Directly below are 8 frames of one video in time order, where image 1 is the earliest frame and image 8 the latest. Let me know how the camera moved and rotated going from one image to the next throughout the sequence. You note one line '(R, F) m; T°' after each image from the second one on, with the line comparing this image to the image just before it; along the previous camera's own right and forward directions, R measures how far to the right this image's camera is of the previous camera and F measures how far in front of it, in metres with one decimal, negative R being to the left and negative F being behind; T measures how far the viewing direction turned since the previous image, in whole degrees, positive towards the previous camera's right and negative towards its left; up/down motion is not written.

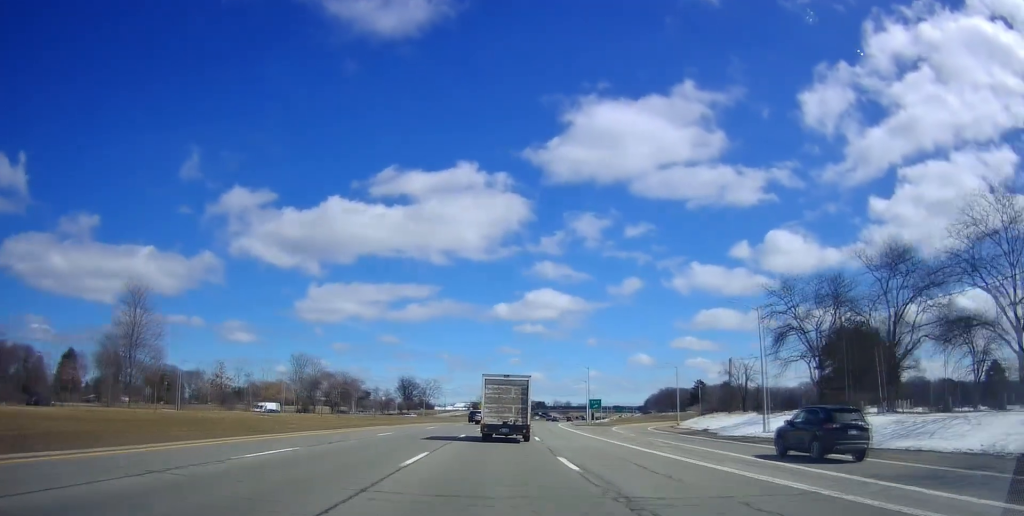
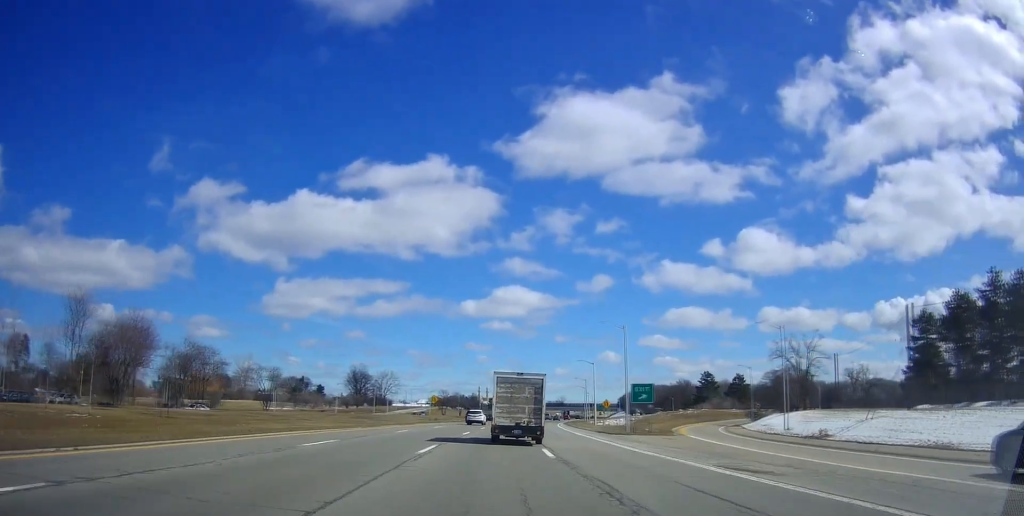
(+1.2, +44.7) m; +3°
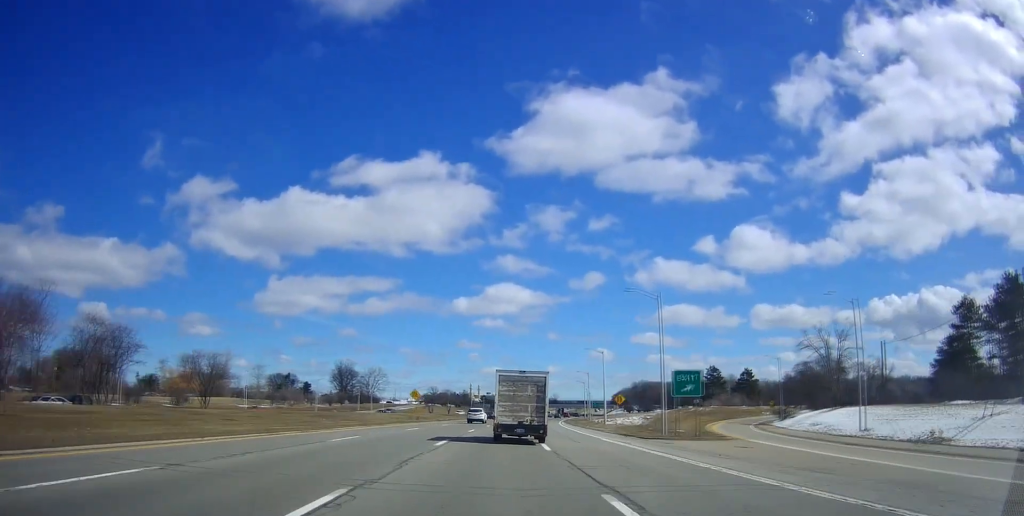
(0.0, +12.4) m; +2°
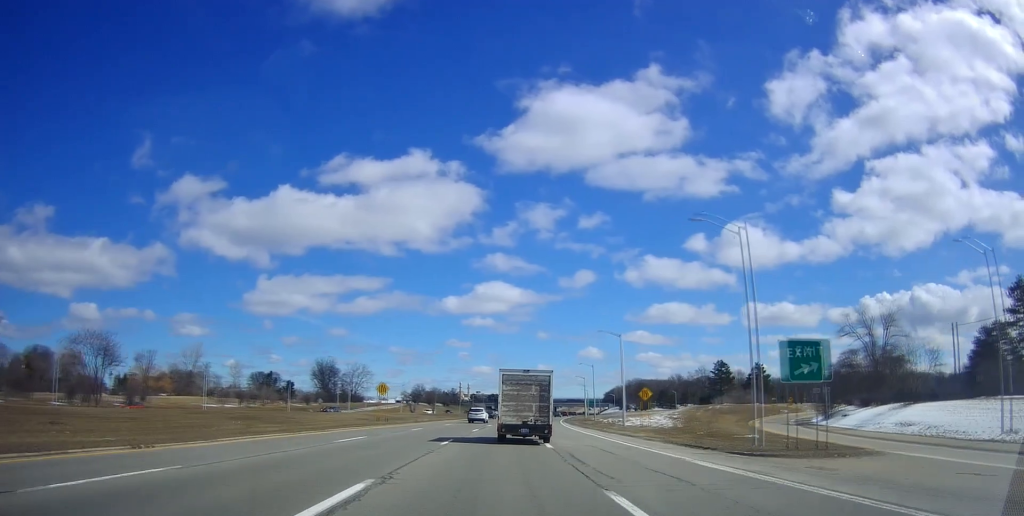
(+0.1, +14.3) m; +2°
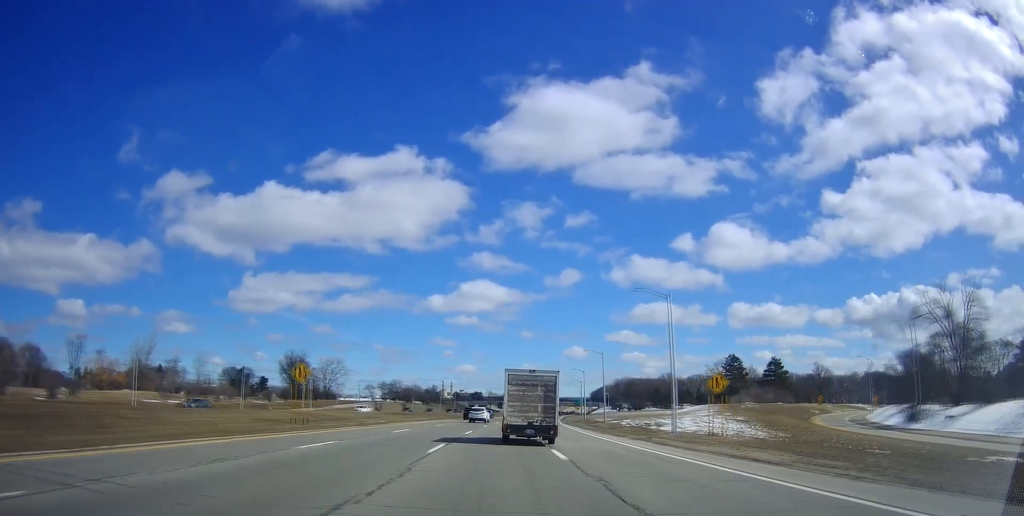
(+0.7, +18.7) m; +2°
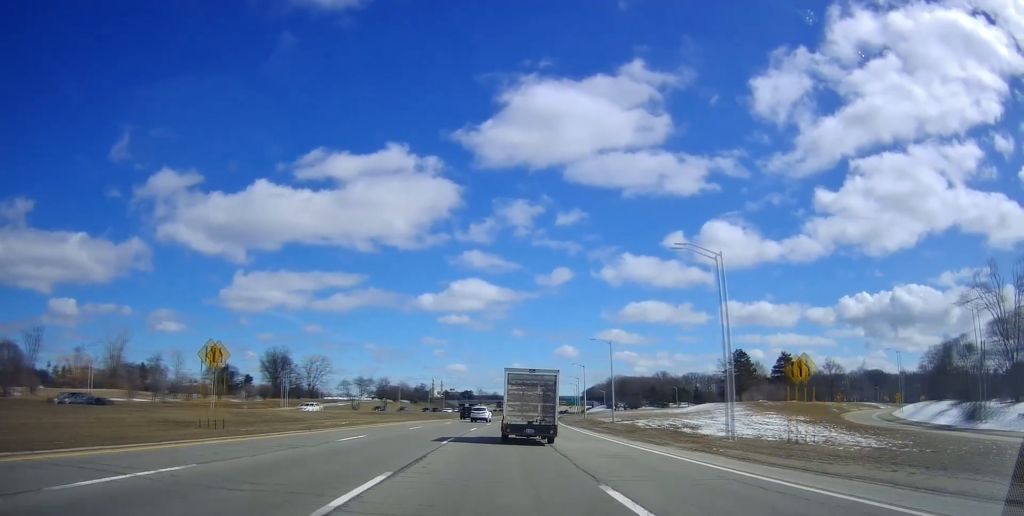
(0.0, +9.6) m; 0°
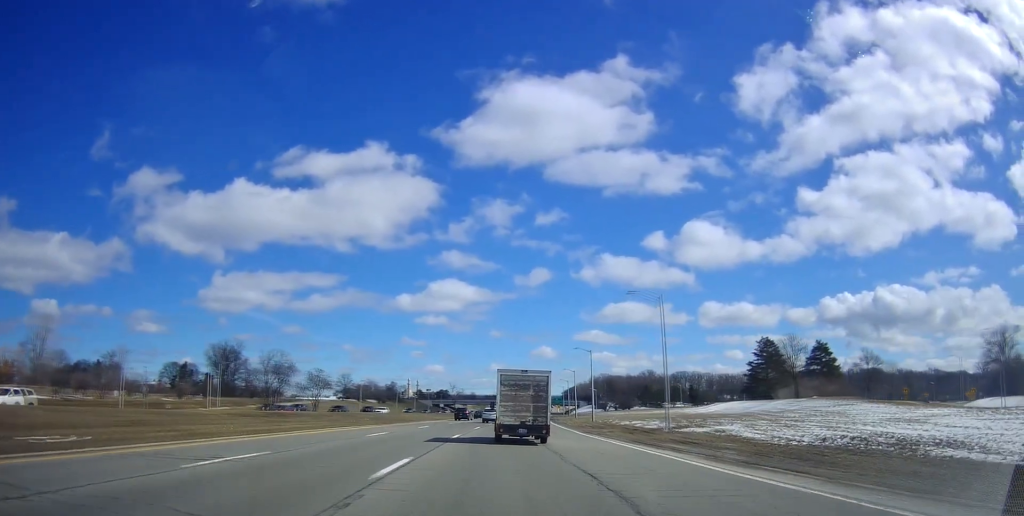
(0.0, +27.1) m; +2°
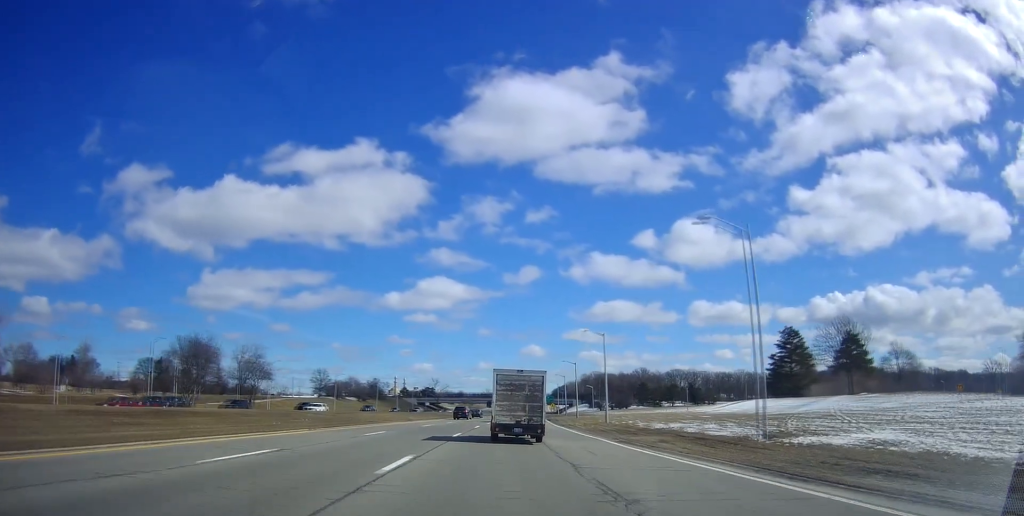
(+0.3, +15.7) m; +2°
